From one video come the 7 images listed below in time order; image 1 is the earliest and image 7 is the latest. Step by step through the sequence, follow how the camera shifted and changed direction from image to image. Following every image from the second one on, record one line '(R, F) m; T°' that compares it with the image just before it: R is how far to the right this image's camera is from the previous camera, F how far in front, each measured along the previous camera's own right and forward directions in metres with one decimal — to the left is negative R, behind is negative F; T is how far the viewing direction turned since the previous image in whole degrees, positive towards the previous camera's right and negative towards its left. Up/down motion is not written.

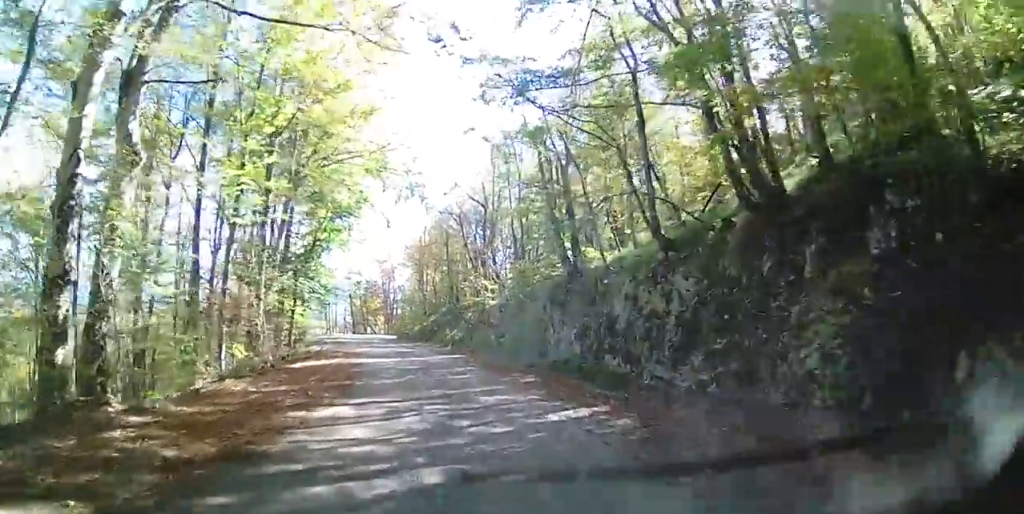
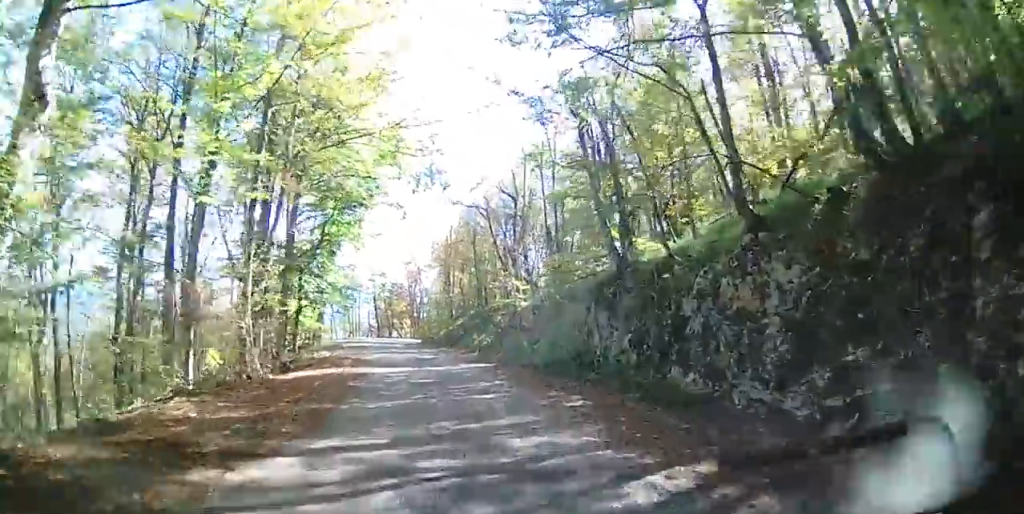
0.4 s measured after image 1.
(-0.2, +3.2) m; -1°
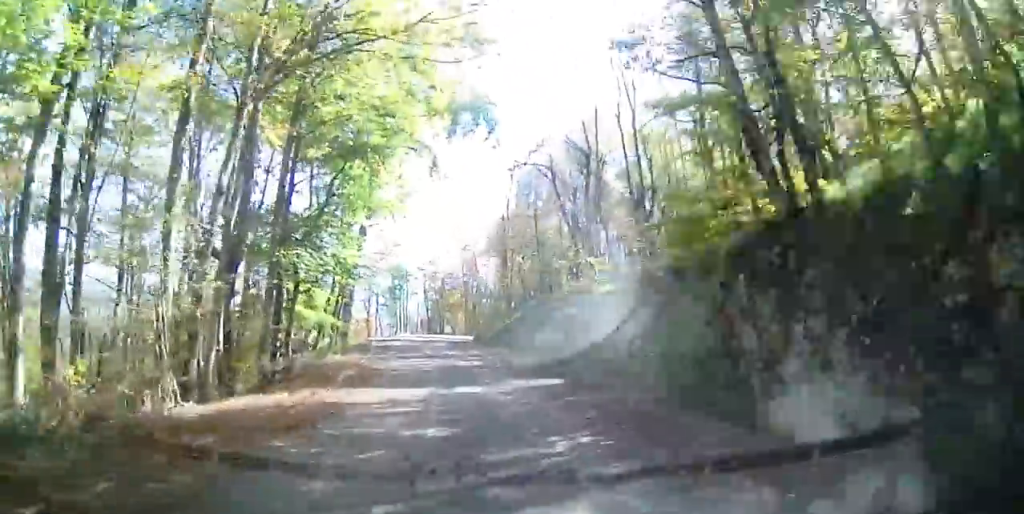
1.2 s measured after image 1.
(+0.1, +6.6) m; -3°
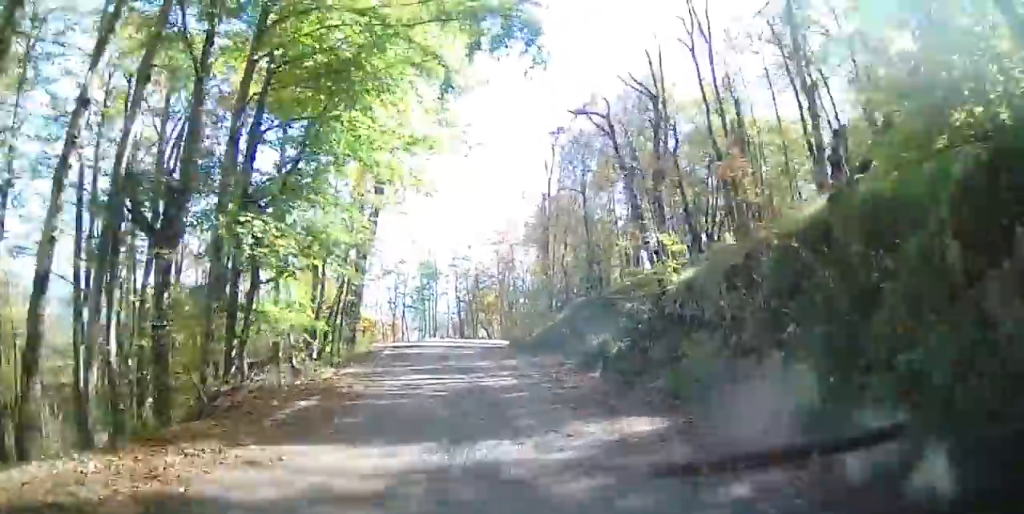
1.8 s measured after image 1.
(0.0, +5.1) m; -3°
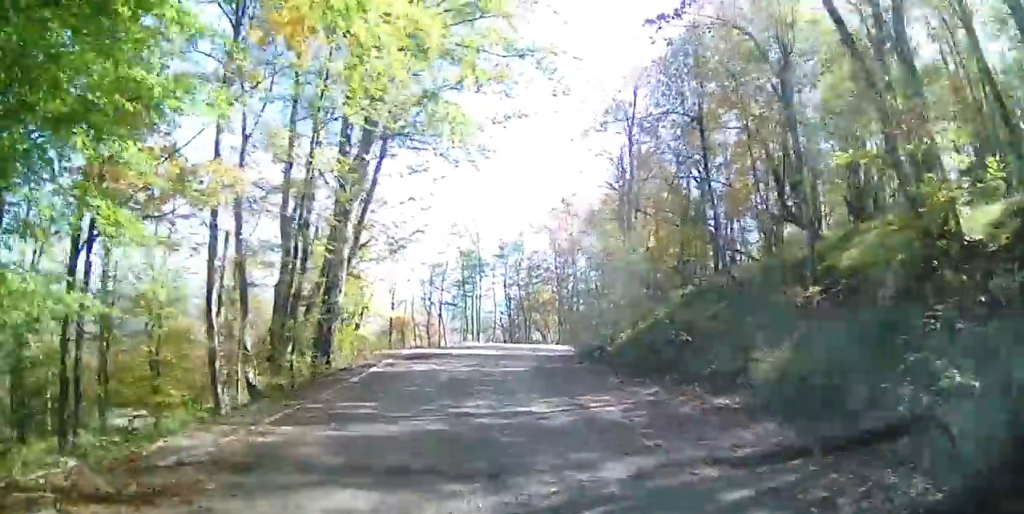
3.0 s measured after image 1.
(-0.9, +9.4) m; -6°
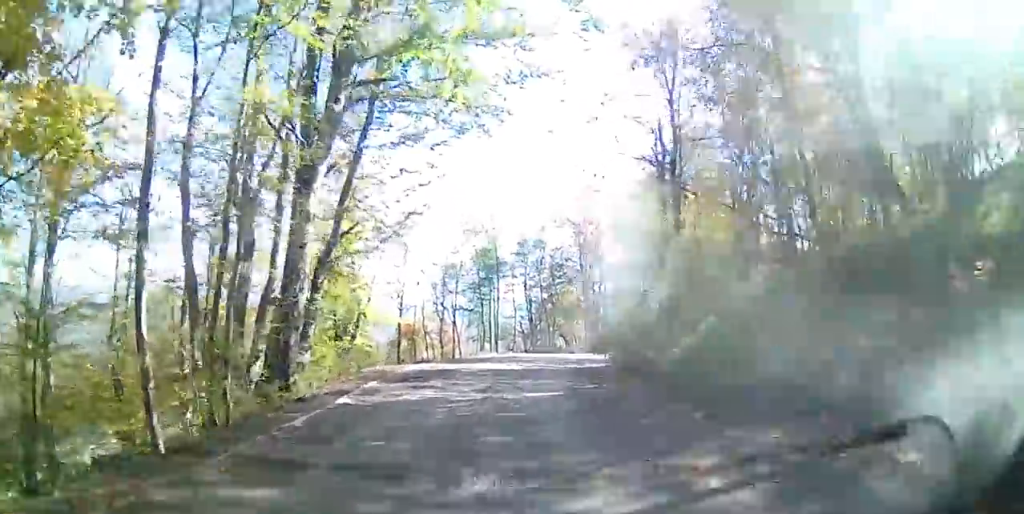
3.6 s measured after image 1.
(0.0, +4.1) m; 0°
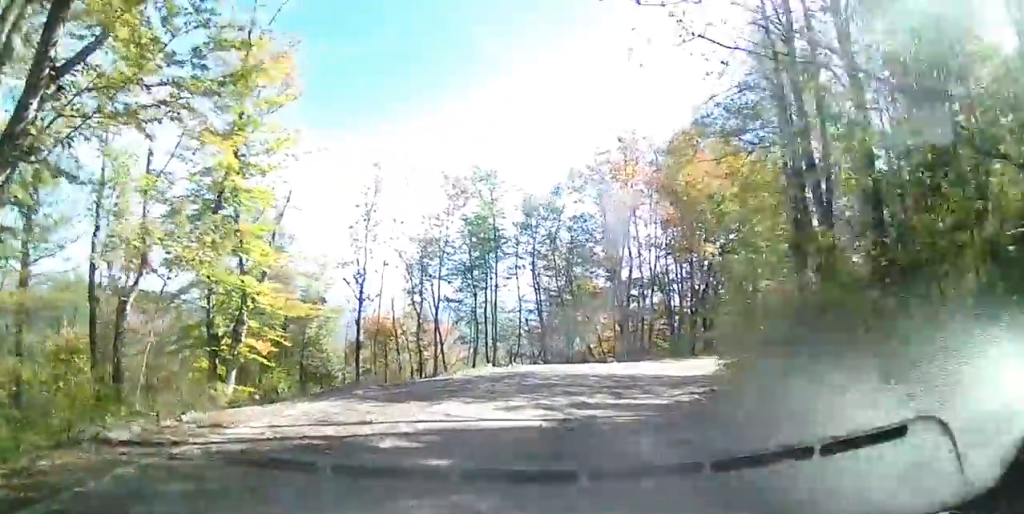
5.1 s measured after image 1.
(+0.8, +10.8) m; +13°
